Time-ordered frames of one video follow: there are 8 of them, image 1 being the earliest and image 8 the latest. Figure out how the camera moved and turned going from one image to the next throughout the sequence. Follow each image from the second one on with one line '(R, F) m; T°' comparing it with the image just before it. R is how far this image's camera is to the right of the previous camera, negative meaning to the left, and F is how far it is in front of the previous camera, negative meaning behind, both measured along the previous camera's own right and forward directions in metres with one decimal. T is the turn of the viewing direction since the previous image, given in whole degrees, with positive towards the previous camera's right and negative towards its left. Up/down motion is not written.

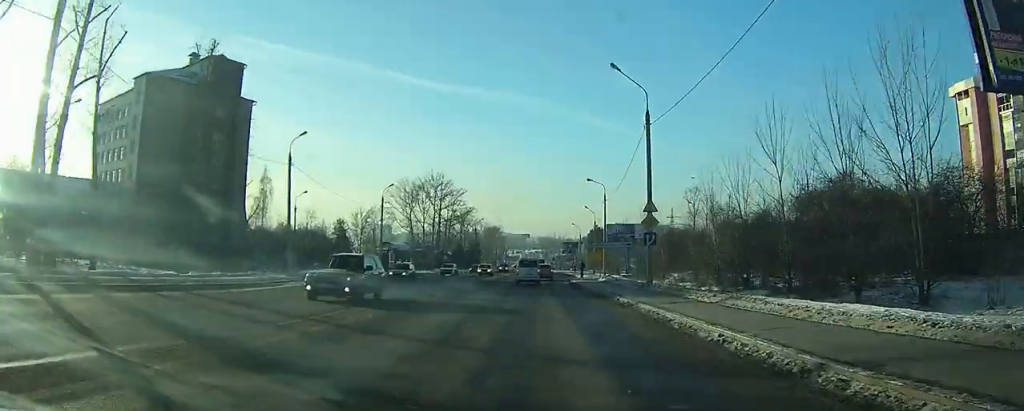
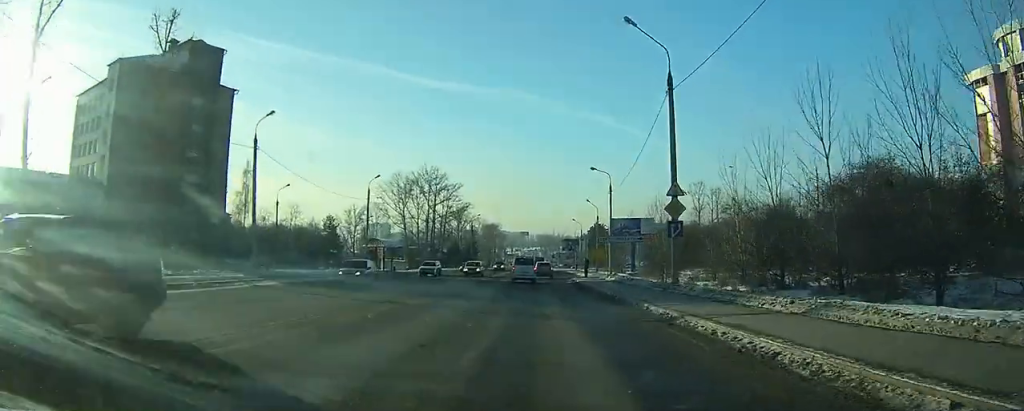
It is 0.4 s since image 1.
(0.0, +5.7) m; 0°
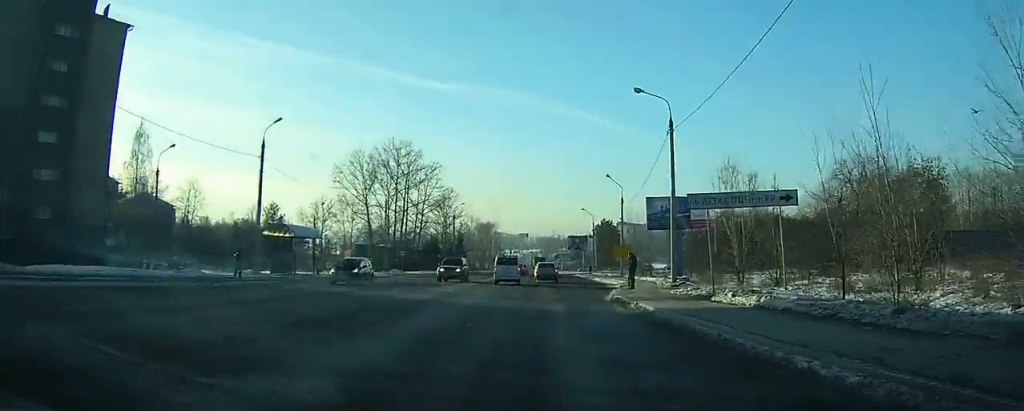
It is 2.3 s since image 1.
(-0.1, +26.7) m; -1°
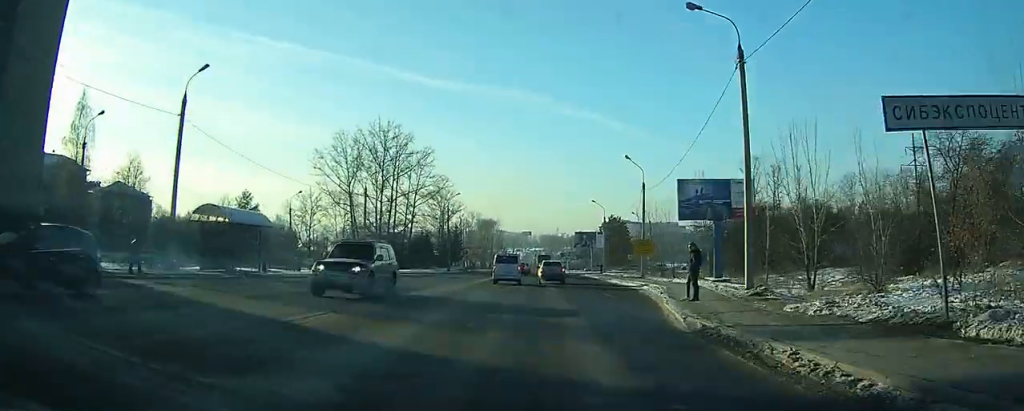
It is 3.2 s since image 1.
(-0.1, +11.2) m; 0°
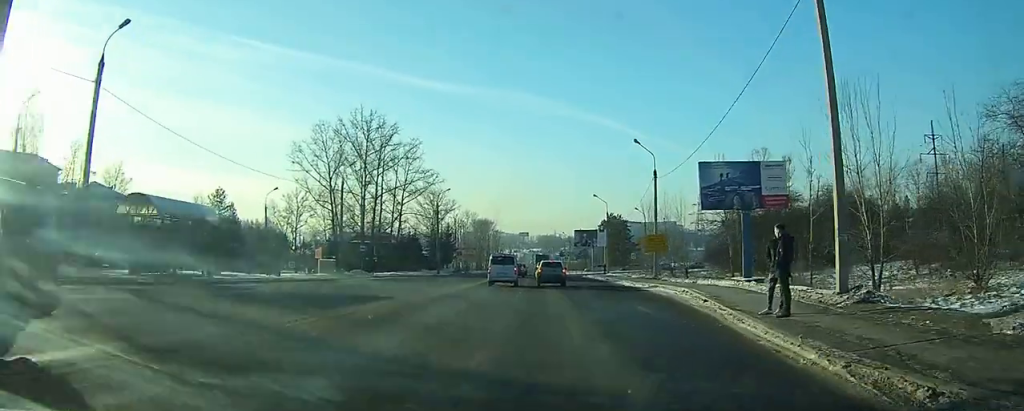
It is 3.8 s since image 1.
(0.0, +7.3) m; 0°
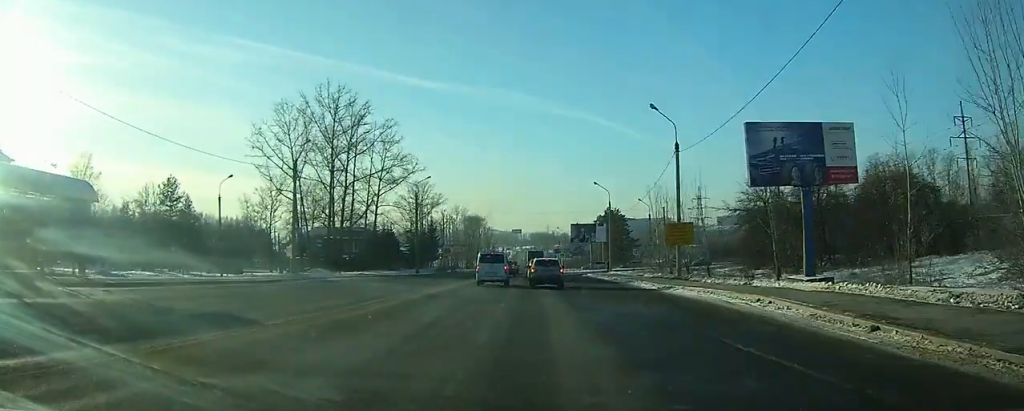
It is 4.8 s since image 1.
(0.0, +10.9) m; 0°
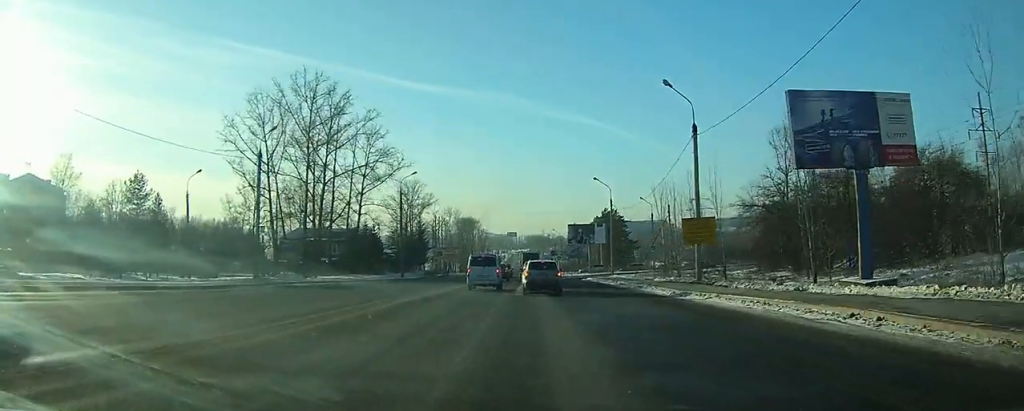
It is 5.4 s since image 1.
(0.0, +6.0) m; +1°
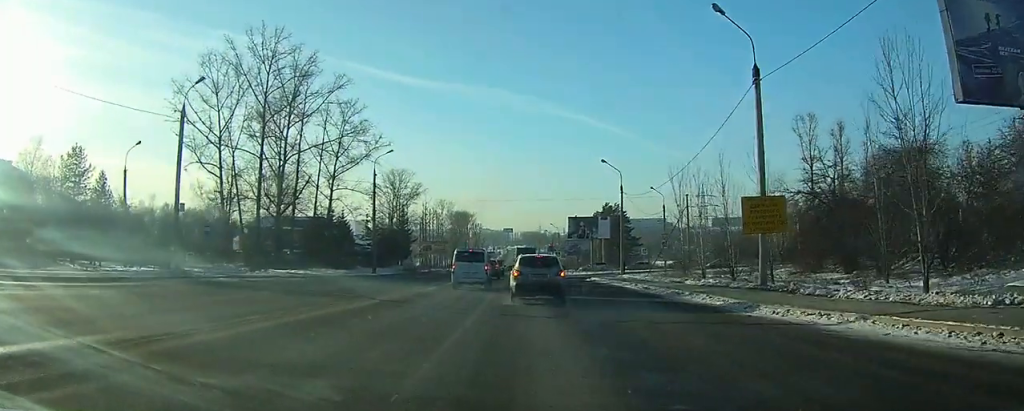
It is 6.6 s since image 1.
(+0.2, +10.7) m; +2°
